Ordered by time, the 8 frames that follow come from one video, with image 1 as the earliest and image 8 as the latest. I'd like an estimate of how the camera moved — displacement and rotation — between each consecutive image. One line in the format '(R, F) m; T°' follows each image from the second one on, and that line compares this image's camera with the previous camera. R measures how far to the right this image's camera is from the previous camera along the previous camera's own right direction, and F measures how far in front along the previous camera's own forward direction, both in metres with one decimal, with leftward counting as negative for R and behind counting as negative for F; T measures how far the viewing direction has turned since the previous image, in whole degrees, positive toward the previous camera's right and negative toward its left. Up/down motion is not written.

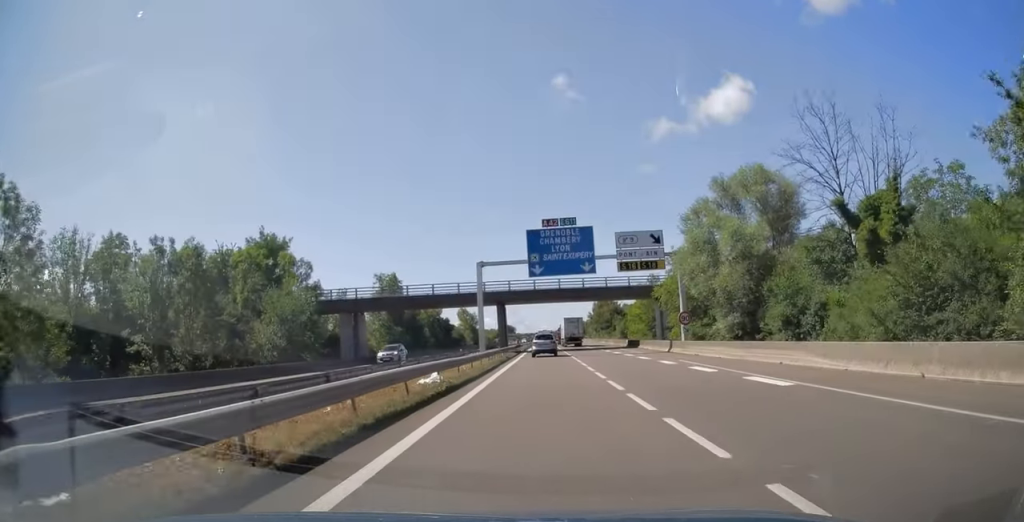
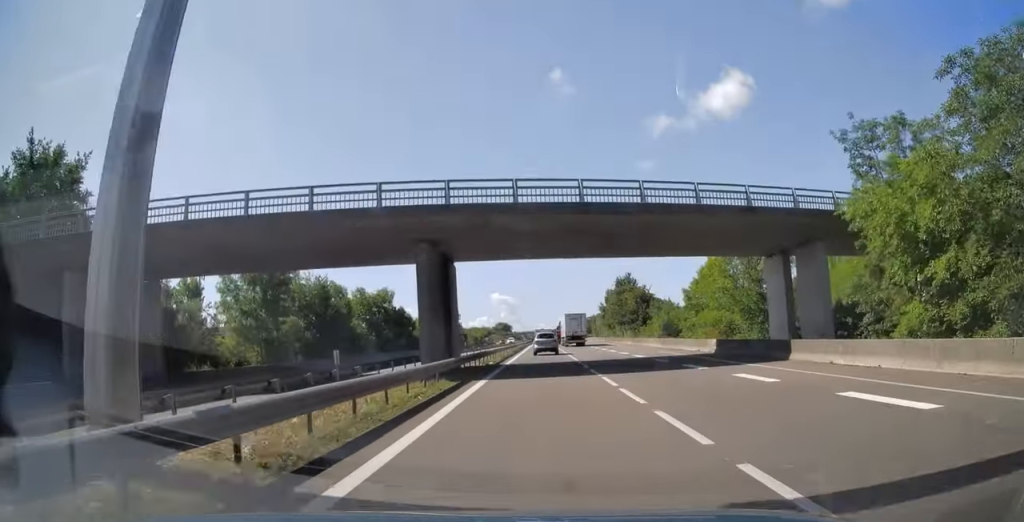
(+0.1, +38.5) m; 0°
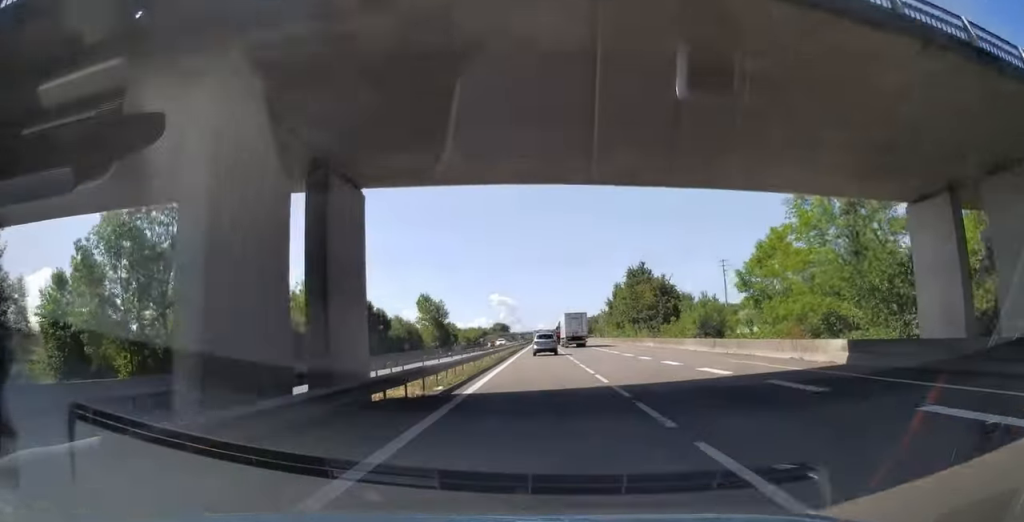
(0.0, +16.0) m; 0°
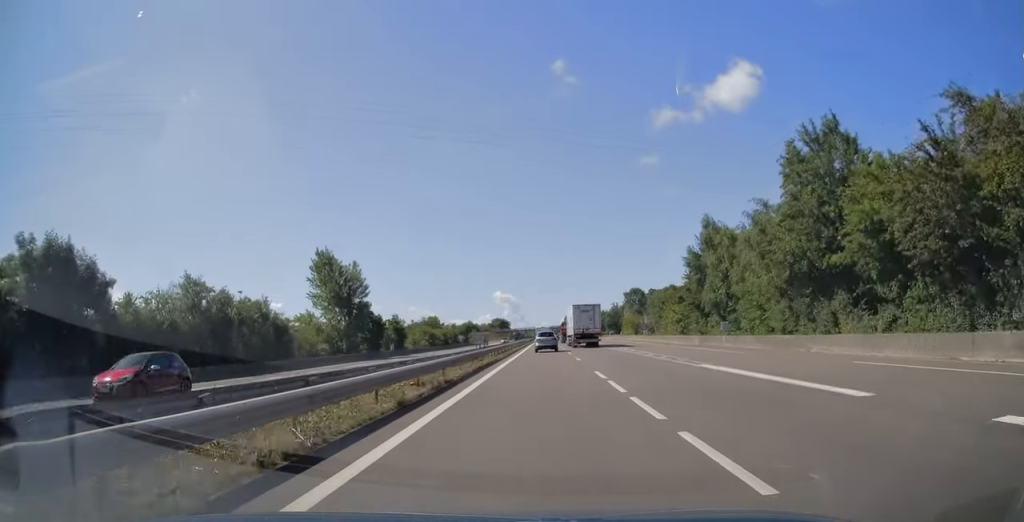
(0.0, +60.7) m; 0°
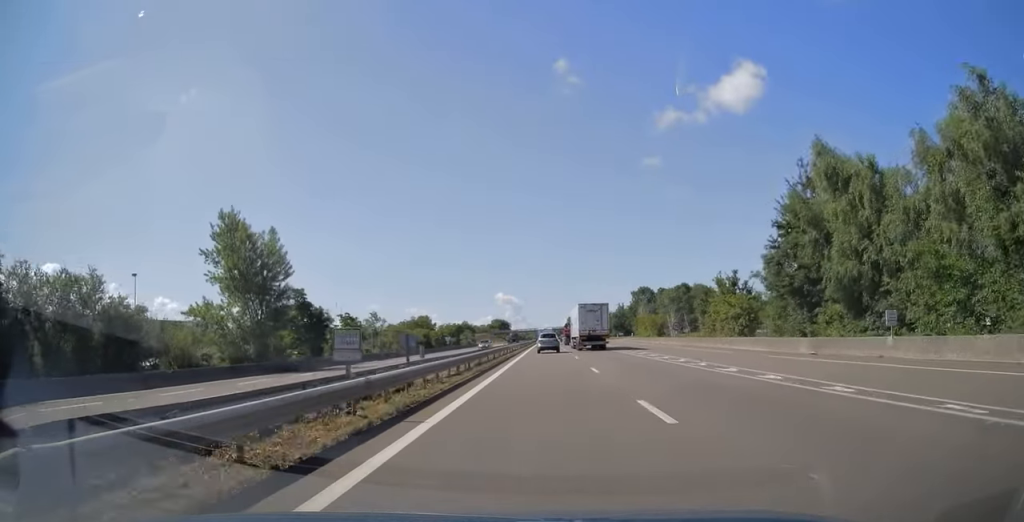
(+0.1, +21.9) m; 0°
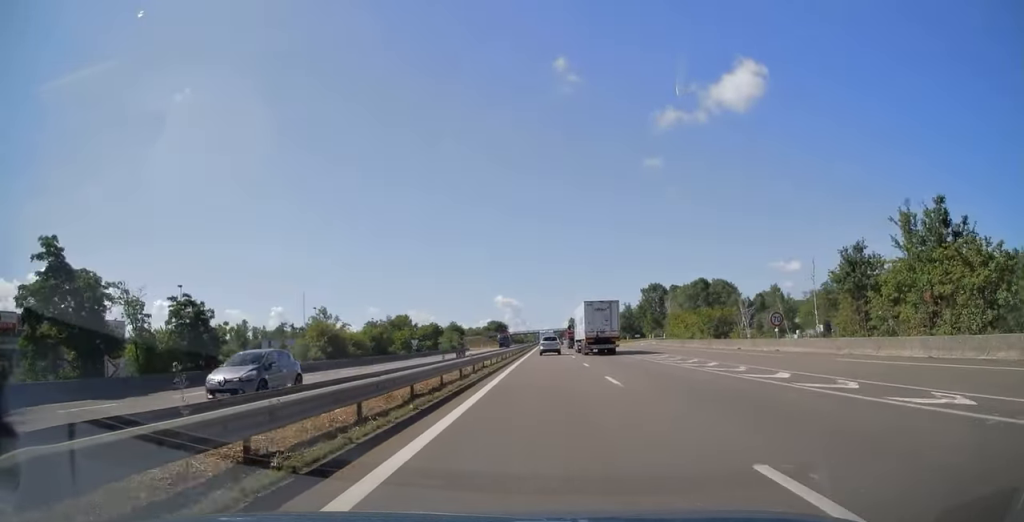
(-0.1, +32.0) m; 0°
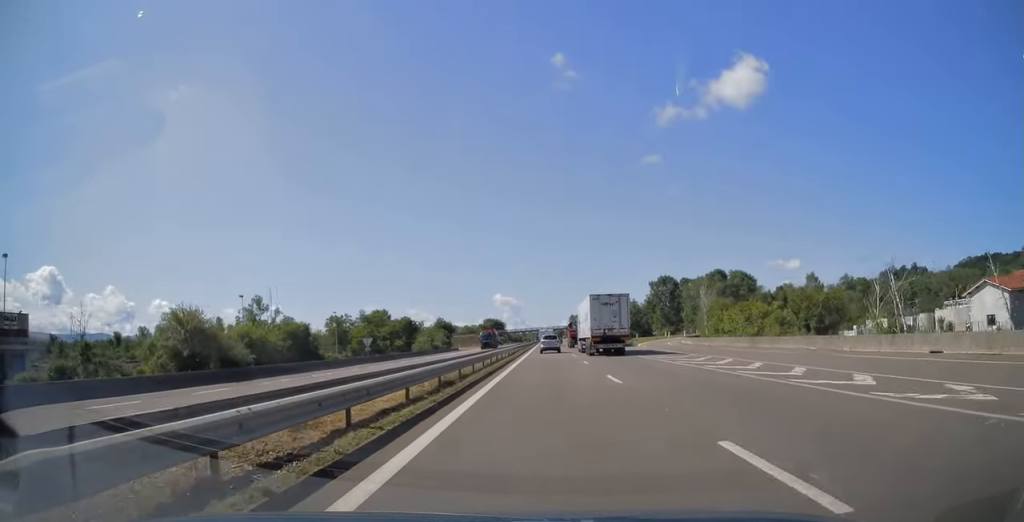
(+0.1, +24.7) m; 0°
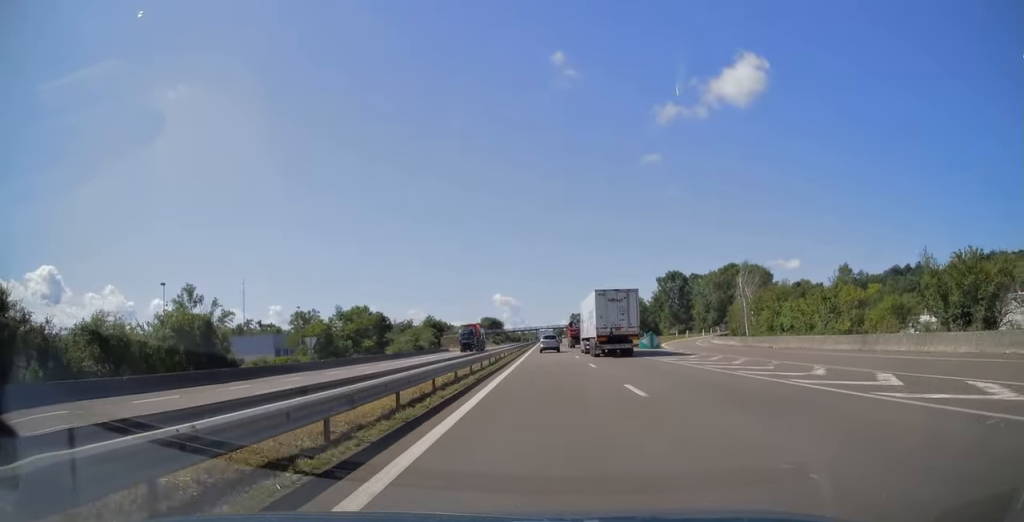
(+0.1, +17.0) m; 0°
